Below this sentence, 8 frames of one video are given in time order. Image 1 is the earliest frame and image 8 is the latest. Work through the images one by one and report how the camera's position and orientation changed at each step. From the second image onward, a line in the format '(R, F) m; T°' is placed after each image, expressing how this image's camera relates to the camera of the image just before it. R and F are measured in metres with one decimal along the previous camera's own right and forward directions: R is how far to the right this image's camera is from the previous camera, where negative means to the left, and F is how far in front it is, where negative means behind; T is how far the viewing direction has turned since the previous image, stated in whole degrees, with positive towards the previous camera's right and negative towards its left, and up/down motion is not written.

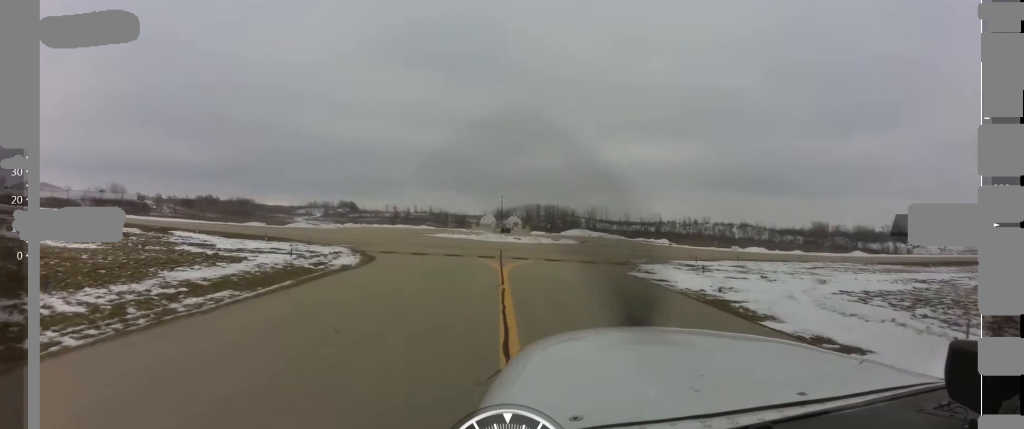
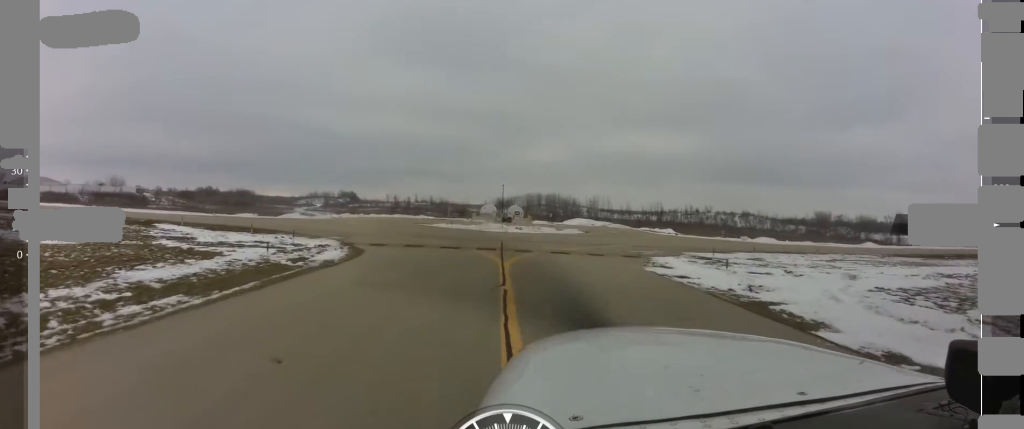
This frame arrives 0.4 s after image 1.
(-0.1, +2.4) m; +2°
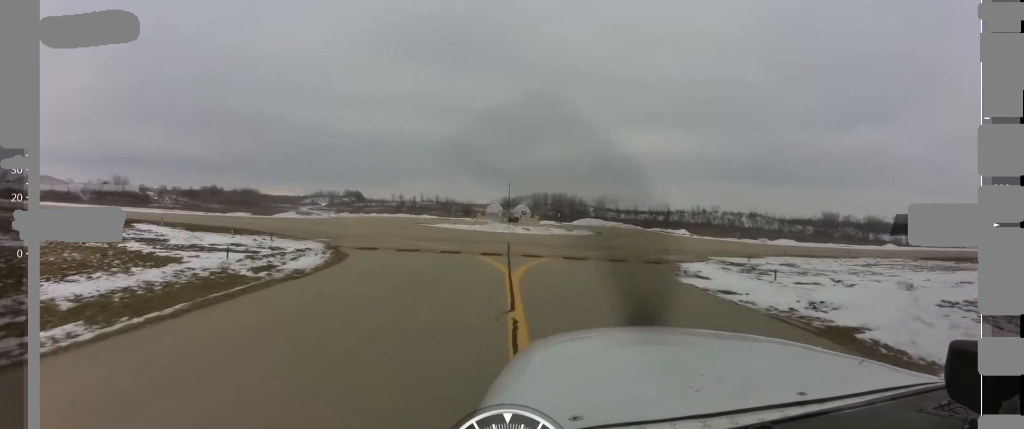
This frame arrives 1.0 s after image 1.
(+0.3, +3.2) m; 0°
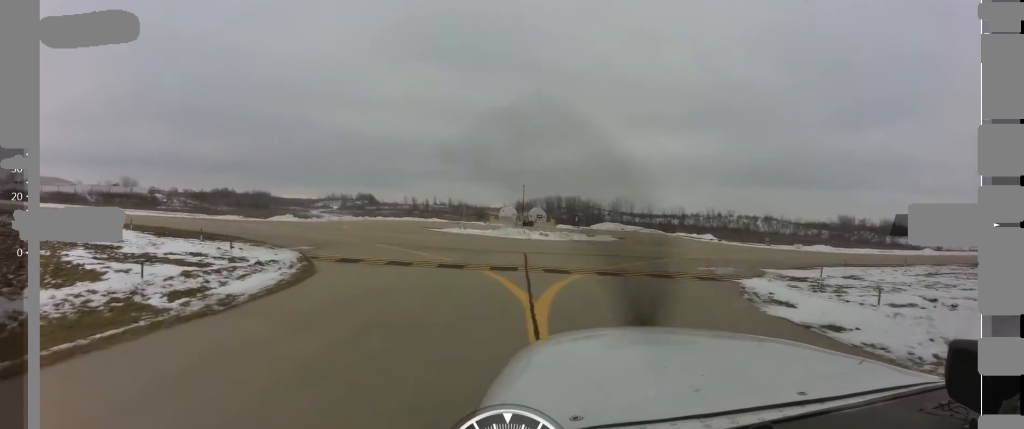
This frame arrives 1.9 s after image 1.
(0.0, +4.9) m; -2°
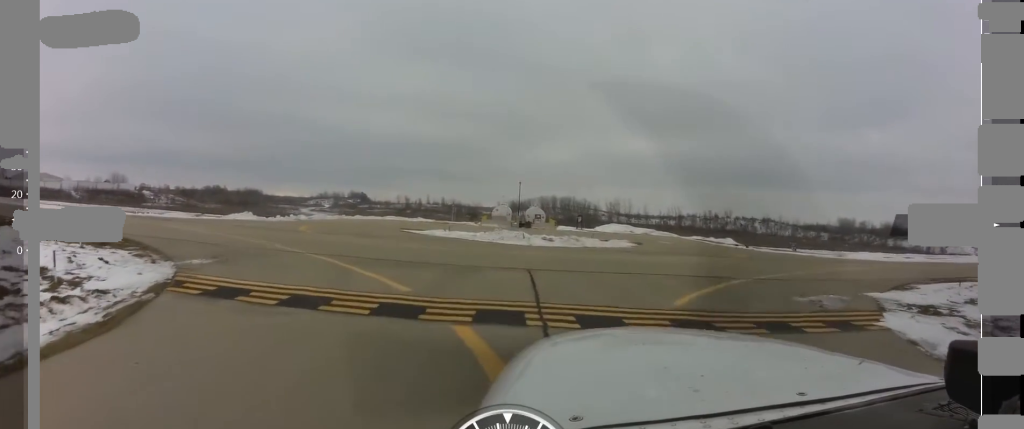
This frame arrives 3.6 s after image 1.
(-0.3, +9.0) m; +1°
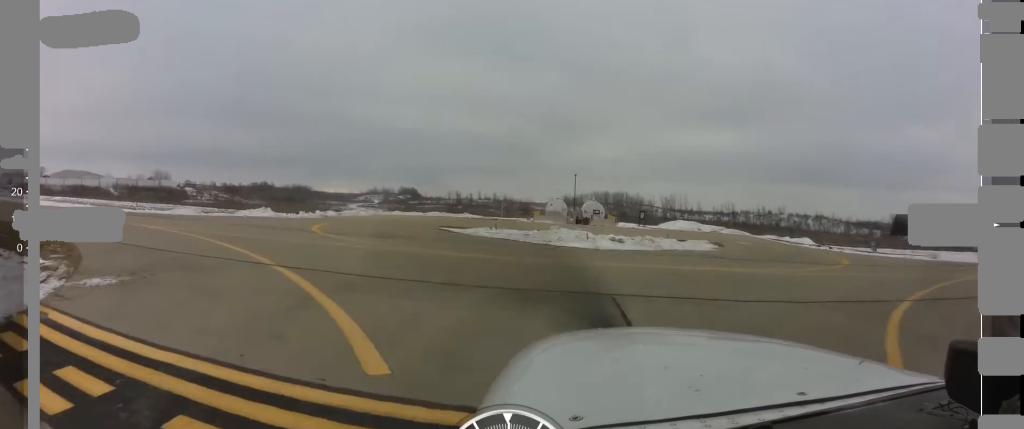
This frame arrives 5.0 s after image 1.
(-0.4, +5.8) m; -21°
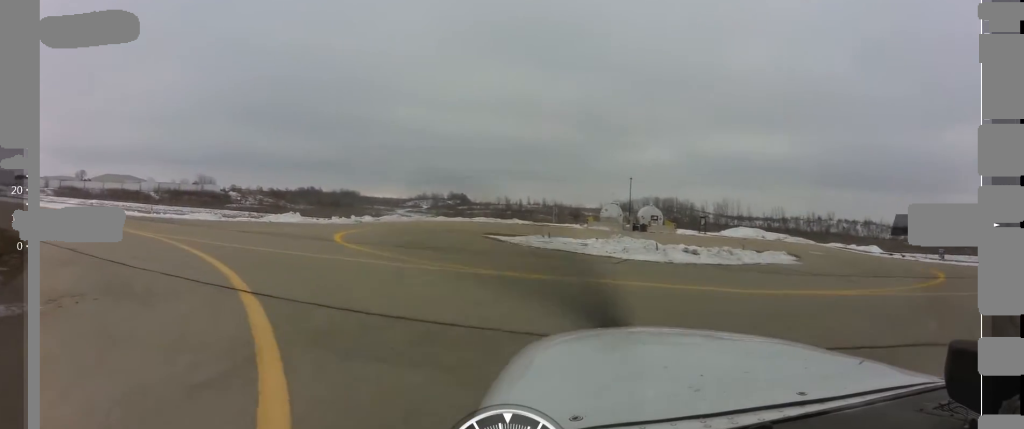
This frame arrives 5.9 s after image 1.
(-0.7, +3.5) m; -20°
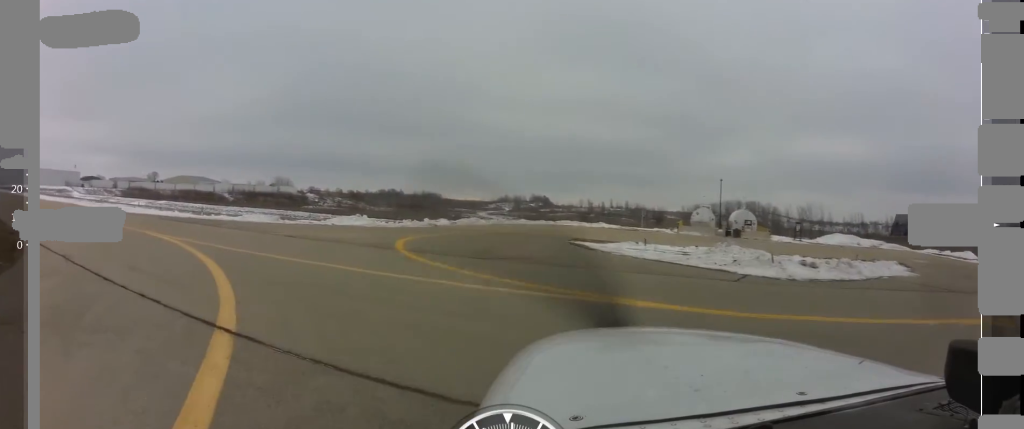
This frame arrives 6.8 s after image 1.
(-0.4, +2.9) m; -16°
